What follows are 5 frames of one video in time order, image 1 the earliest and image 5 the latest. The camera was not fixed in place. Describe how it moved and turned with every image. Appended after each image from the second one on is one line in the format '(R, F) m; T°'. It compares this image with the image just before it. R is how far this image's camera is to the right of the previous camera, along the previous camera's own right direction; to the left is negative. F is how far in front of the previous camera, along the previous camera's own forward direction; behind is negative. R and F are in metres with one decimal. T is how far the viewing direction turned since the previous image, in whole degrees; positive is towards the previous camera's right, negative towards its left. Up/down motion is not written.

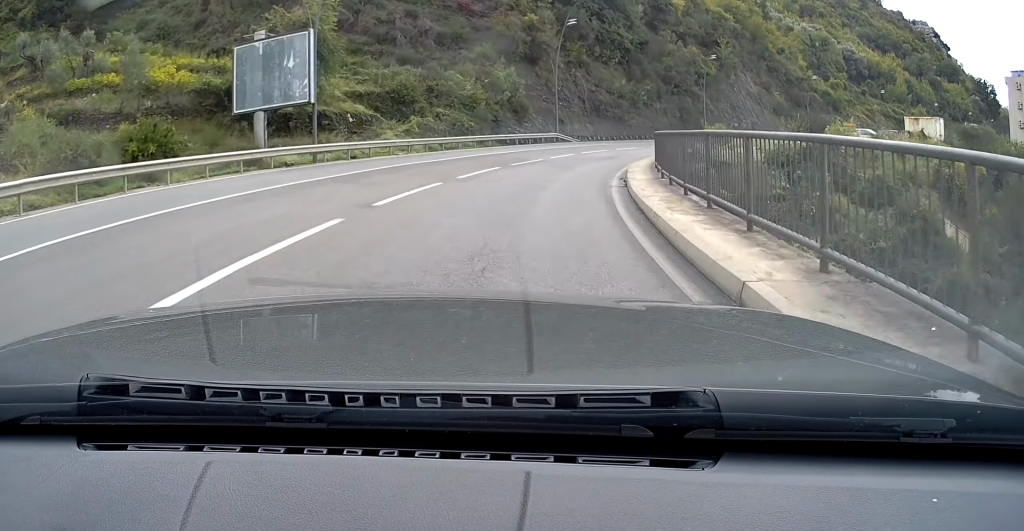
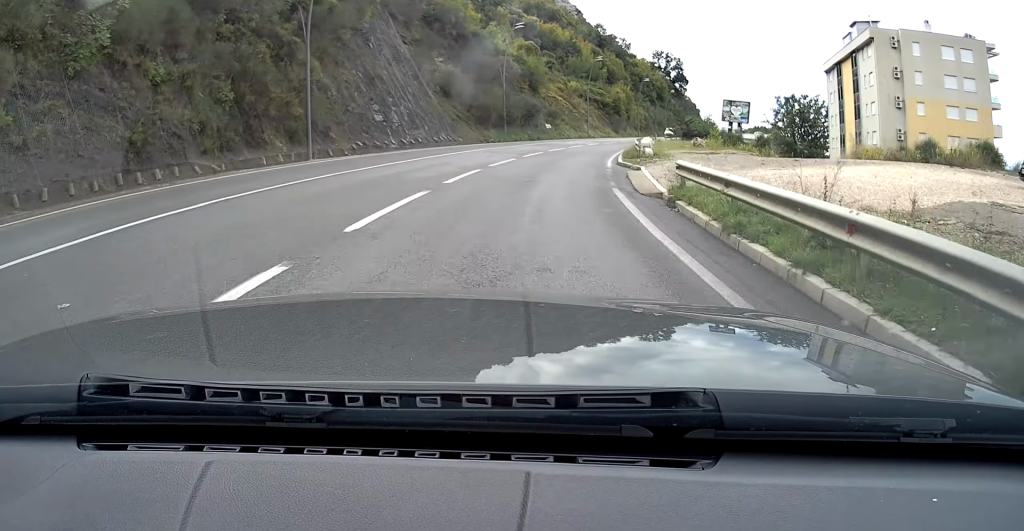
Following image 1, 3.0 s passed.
(+17.4, +49.6) m; +35°
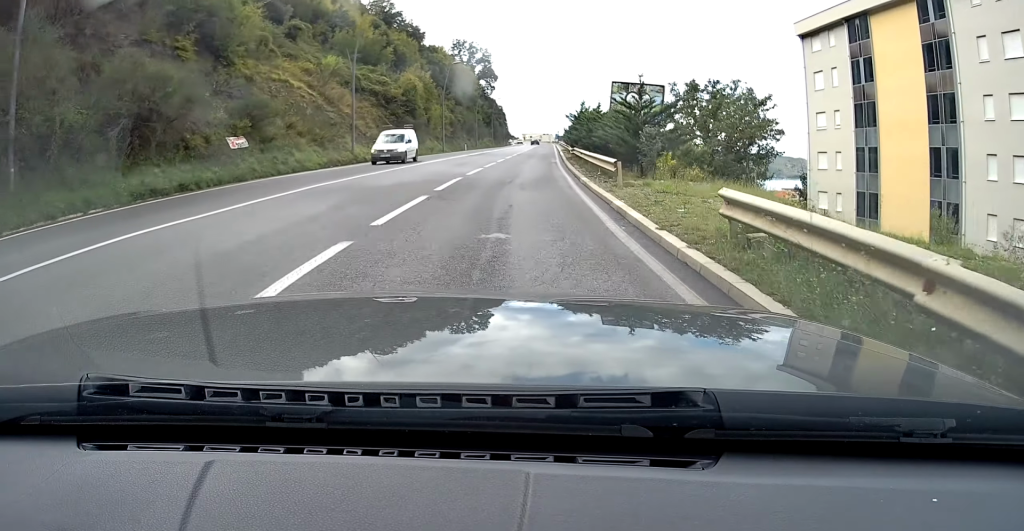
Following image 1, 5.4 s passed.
(+9.0, +42.7) m; +19°
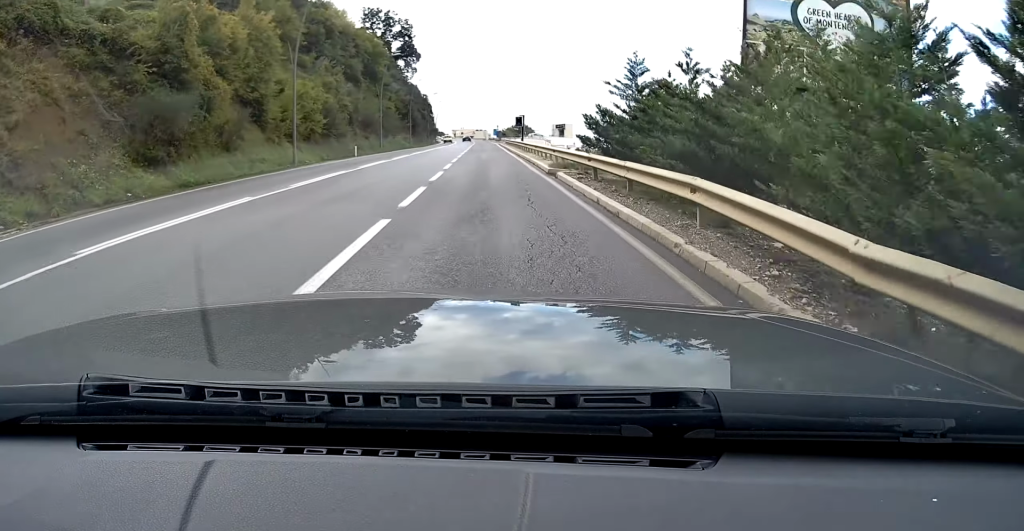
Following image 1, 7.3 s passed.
(+3.5, +36.5) m; +7°
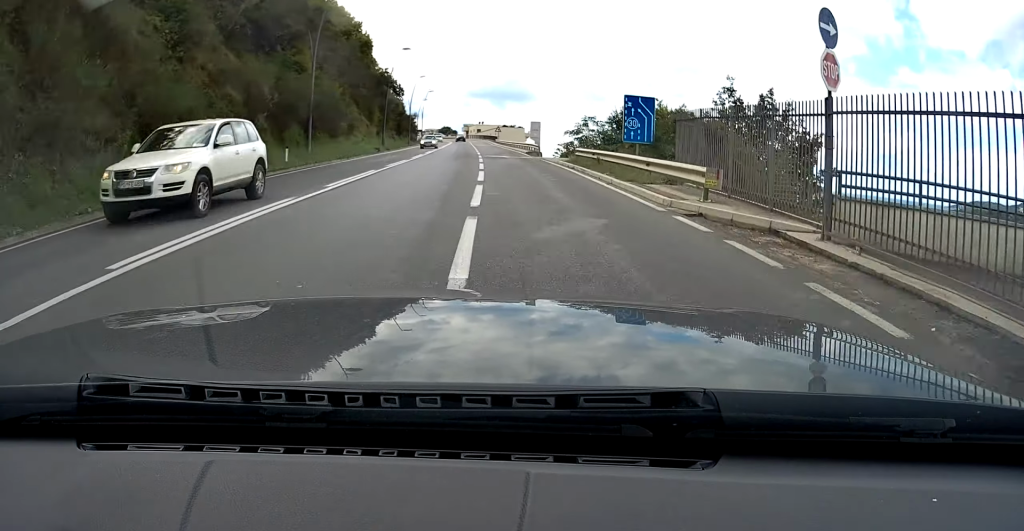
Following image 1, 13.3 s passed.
(+1.6, +124.4) m; -1°
